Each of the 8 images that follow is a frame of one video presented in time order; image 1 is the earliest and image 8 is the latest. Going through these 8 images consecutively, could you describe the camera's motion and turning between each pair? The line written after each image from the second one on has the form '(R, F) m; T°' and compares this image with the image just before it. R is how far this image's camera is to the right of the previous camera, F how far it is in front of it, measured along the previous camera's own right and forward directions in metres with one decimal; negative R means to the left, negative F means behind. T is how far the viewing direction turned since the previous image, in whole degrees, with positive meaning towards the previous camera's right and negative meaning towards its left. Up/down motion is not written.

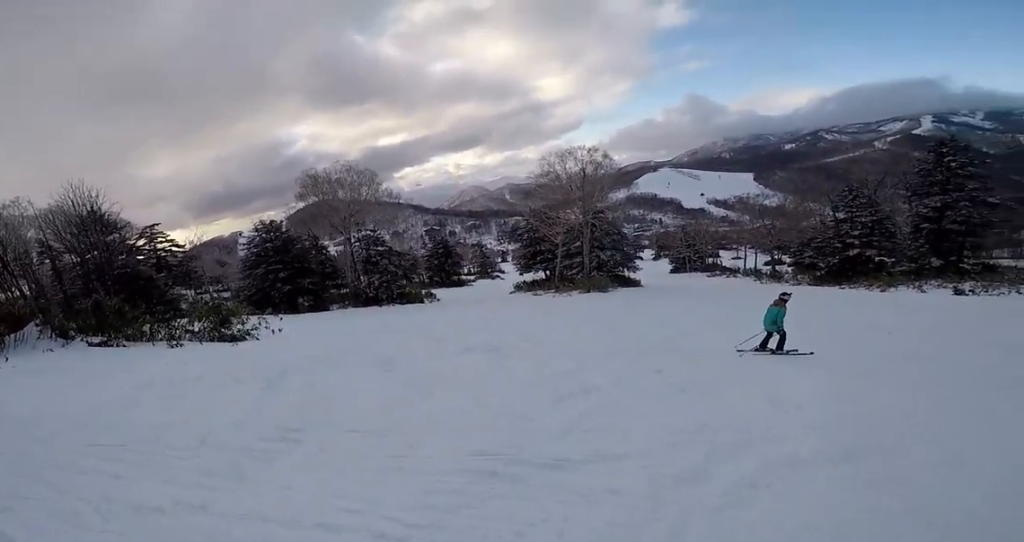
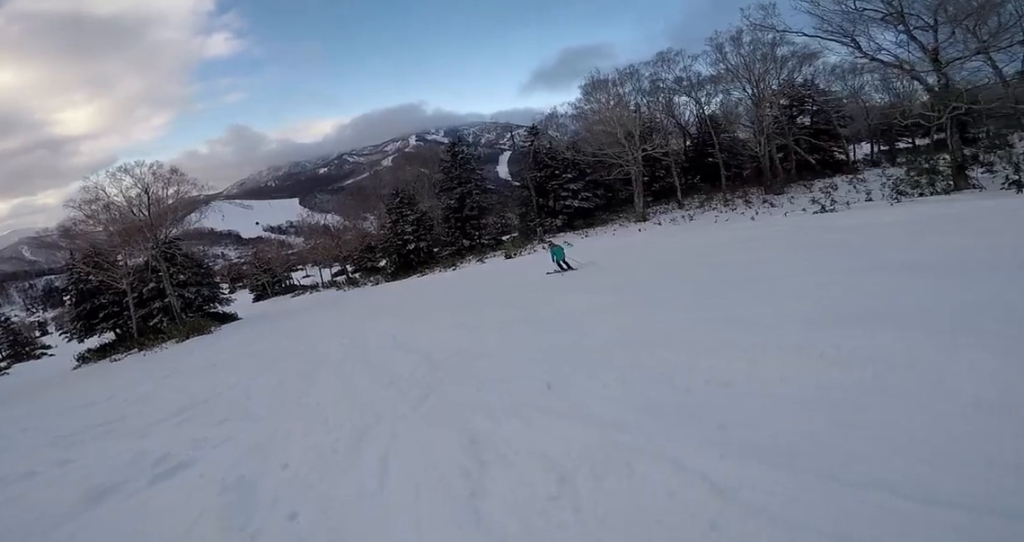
(+2.7, +4.5) m; +65°
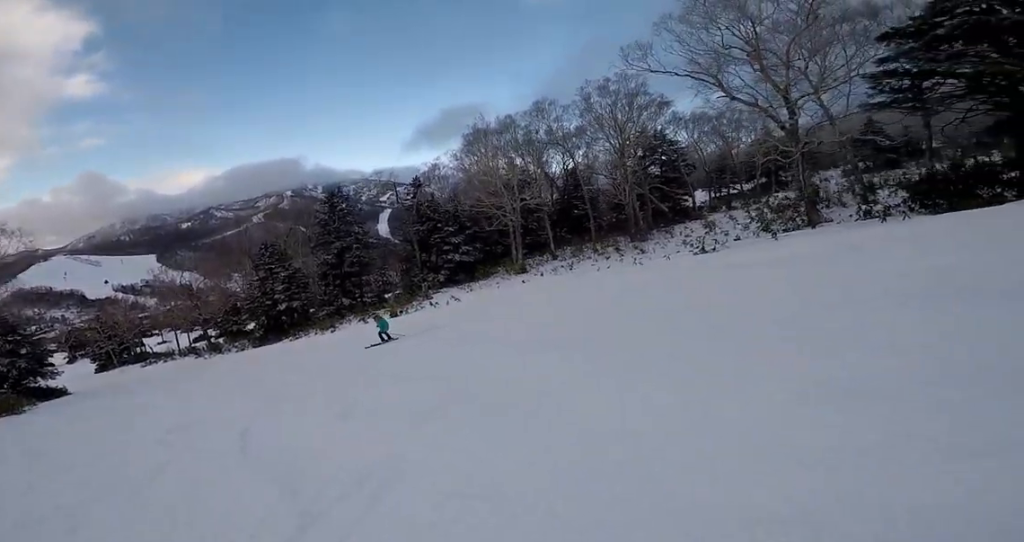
(+0.3, +2.3) m; +27°
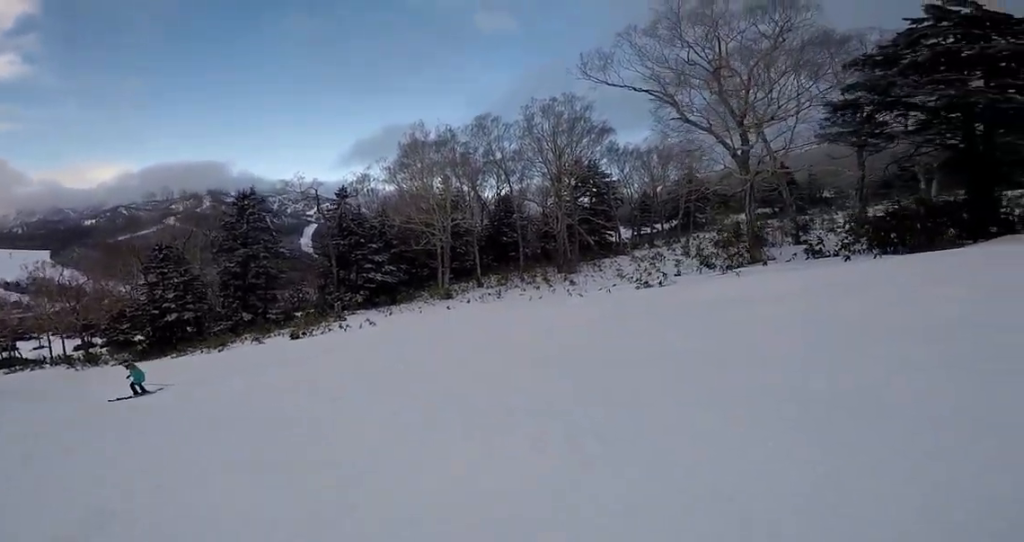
(+0.9, +2.6) m; +1°
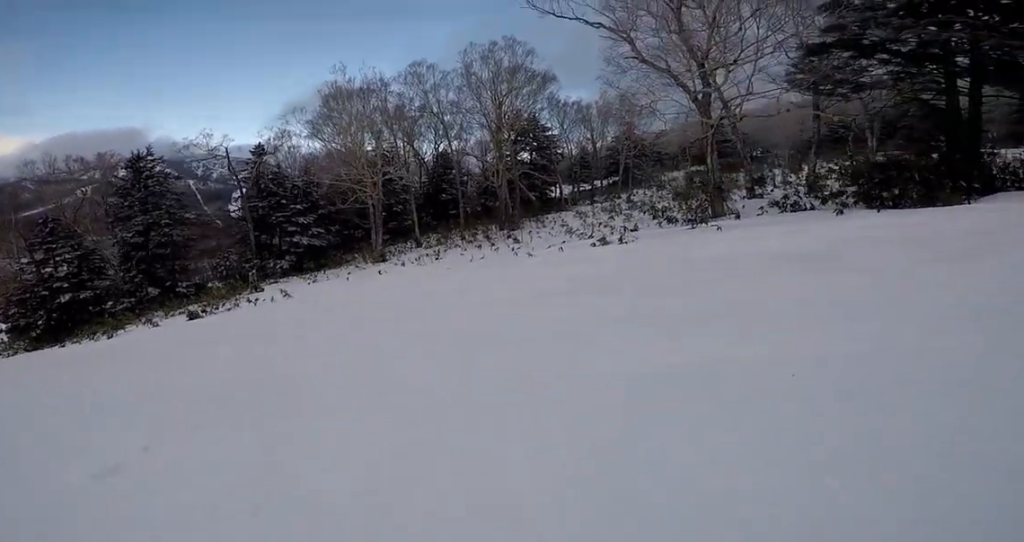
(-0.4, +2.8) m; -14°
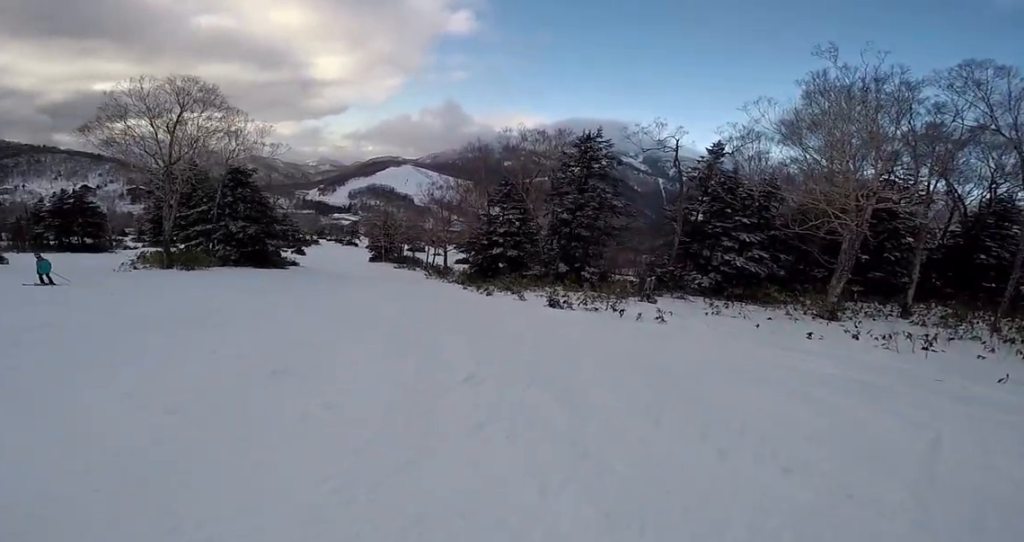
(-1.9, +5.6) m; -40°
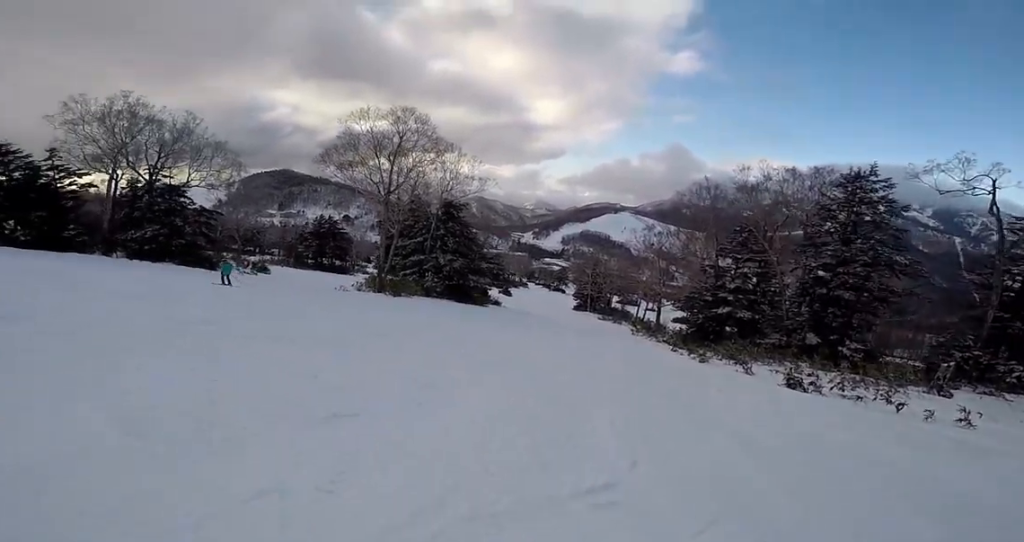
(-0.5, +2.6) m; -15°
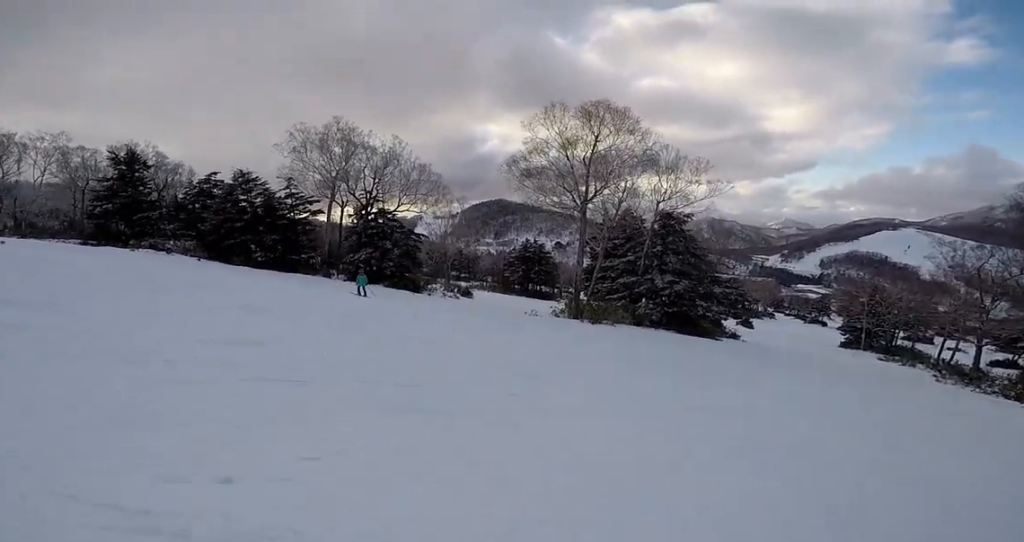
(-0.7, +4.9) m; -45°
